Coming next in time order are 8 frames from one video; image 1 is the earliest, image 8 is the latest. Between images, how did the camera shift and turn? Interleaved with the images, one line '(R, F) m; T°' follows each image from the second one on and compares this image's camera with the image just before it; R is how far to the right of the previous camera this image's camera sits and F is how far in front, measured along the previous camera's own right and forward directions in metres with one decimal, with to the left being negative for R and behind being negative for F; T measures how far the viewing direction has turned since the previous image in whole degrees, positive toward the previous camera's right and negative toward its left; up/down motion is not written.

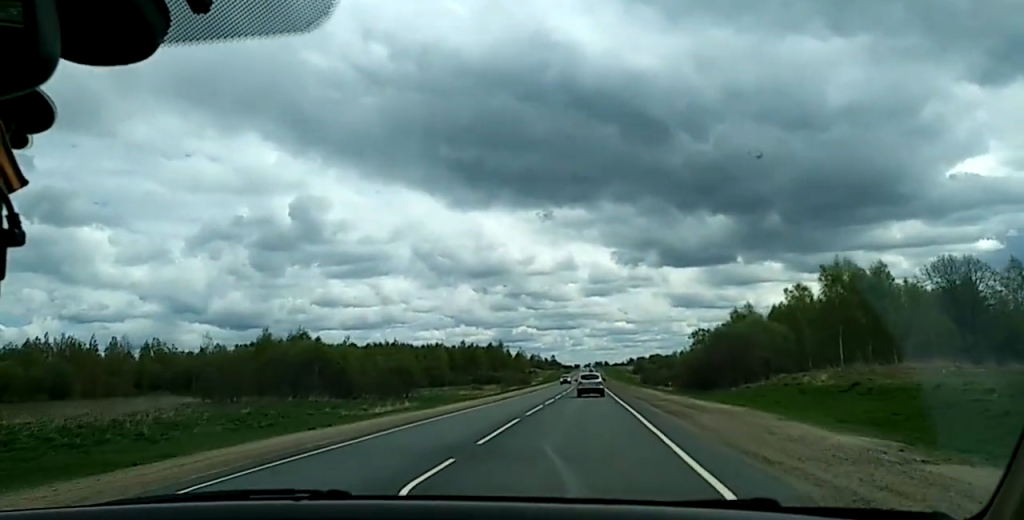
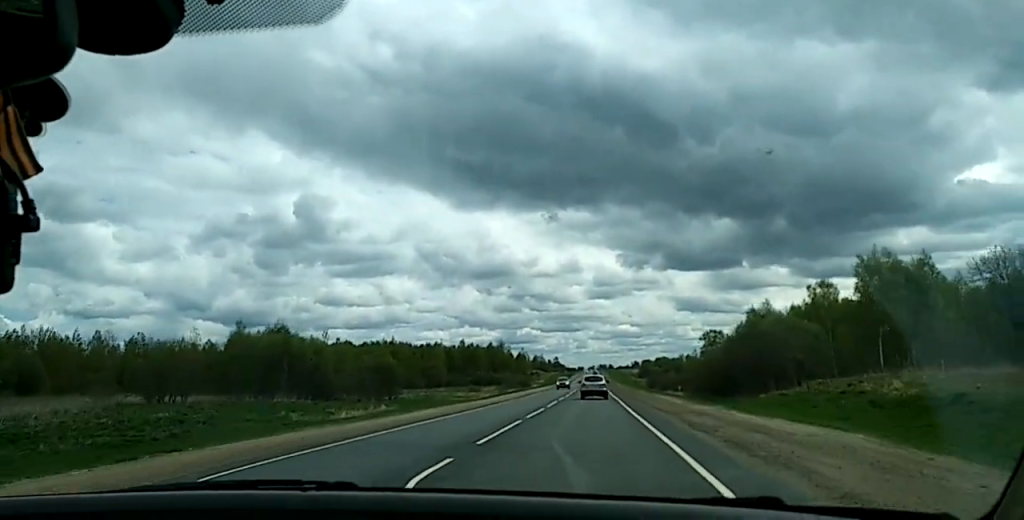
(-0.2, +12.3) m; 0°
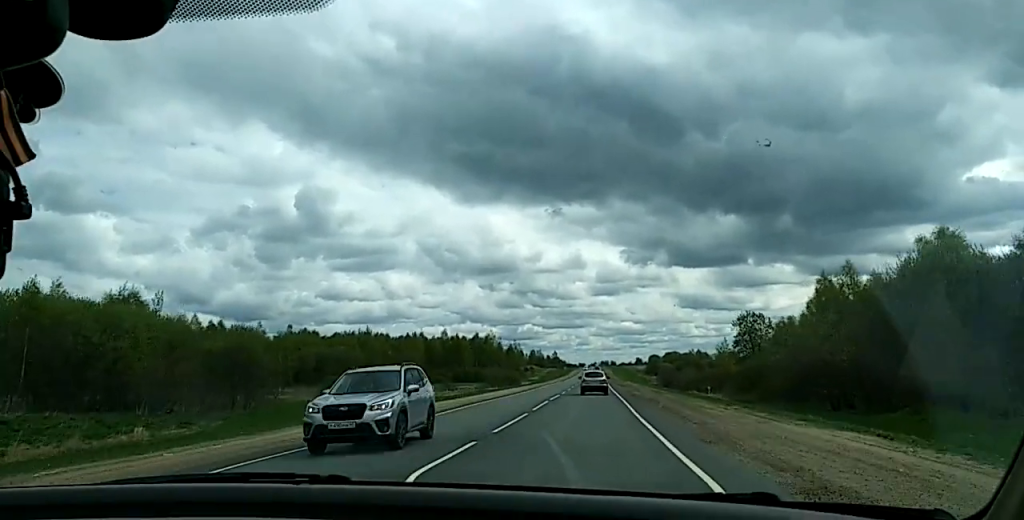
(+0.3, +44.4) m; 0°
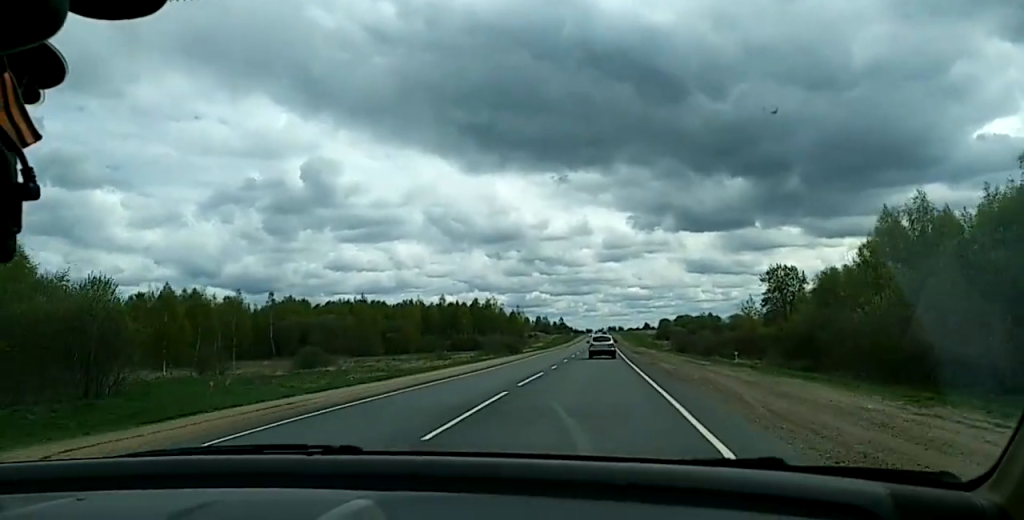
(0.0, +20.8) m; 0°
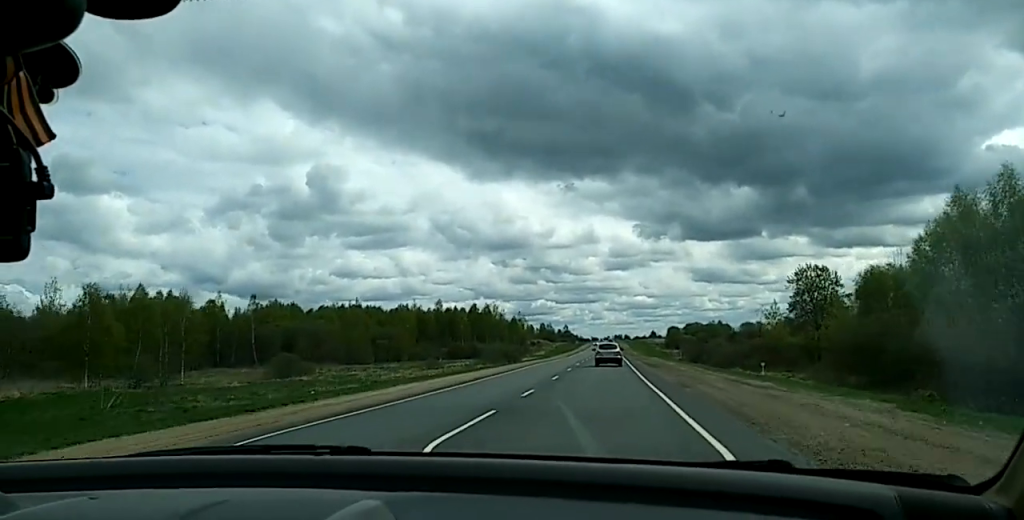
(0.0, +14.6) m; 0°
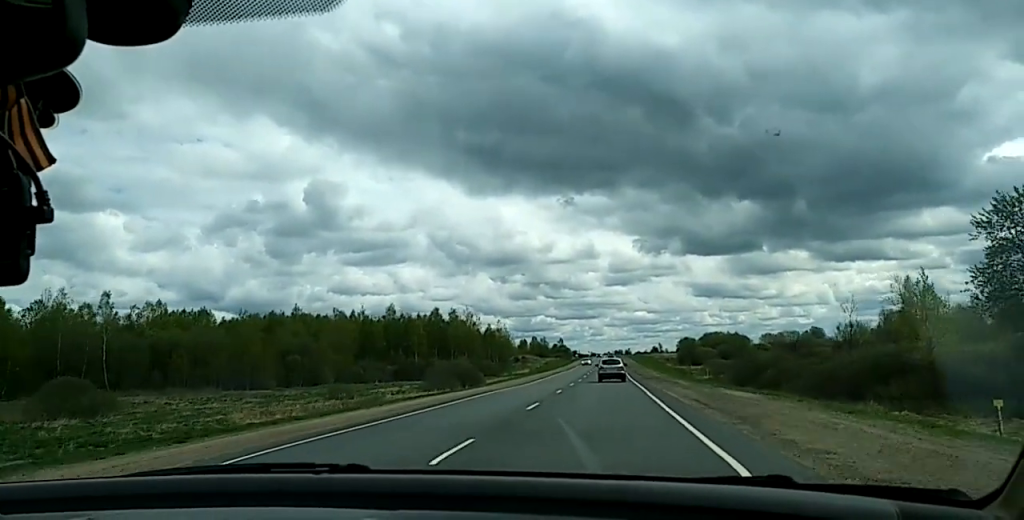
(-0.8, +58.9) m; -1°
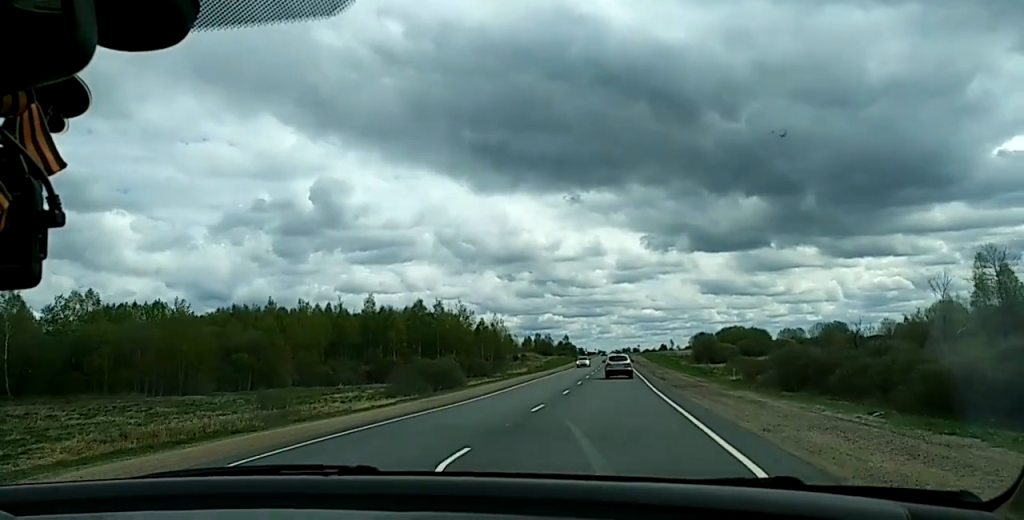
(+0.3, +25.3) m; 0°
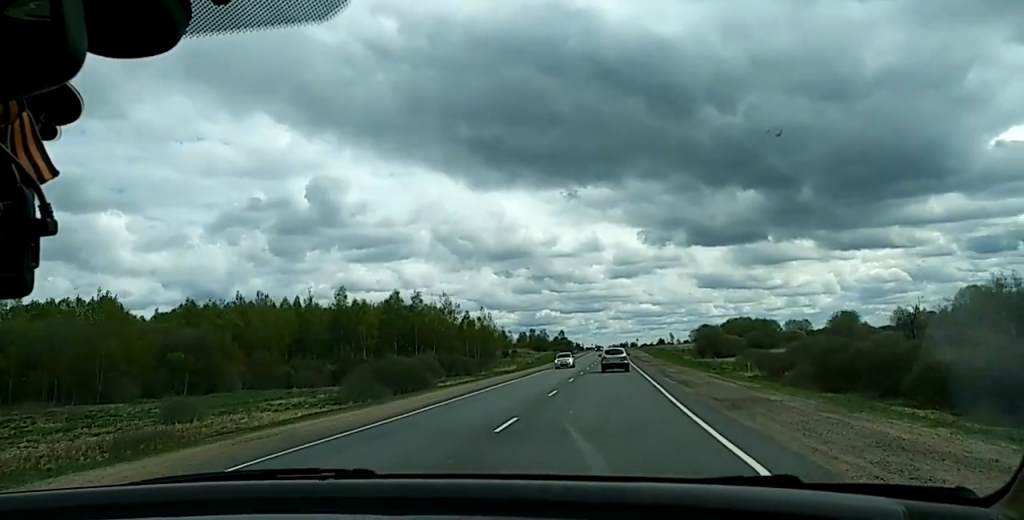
(+0.2, +17.9) m; -1°
